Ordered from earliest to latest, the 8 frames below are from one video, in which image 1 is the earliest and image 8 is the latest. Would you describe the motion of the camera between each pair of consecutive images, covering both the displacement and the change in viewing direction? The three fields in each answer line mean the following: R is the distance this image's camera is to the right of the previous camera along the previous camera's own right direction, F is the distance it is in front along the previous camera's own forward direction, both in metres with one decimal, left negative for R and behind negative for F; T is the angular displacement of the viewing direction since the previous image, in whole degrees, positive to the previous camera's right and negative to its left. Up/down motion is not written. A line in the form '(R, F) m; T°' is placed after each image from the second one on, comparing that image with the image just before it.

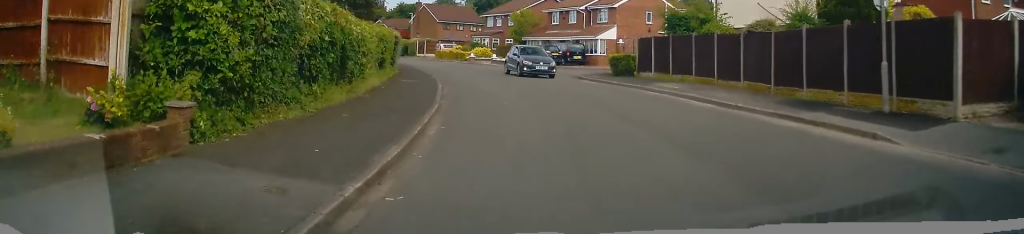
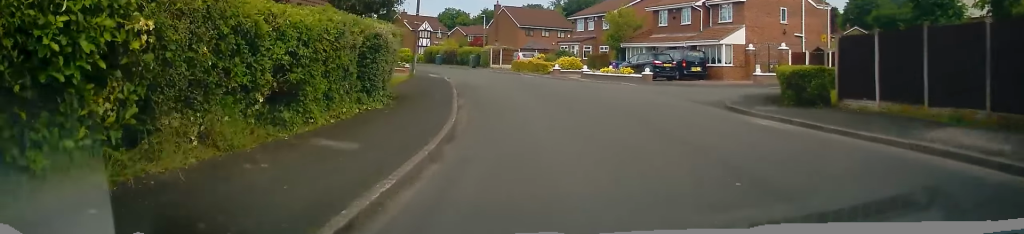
(-0.9, +12.4) m; -7°
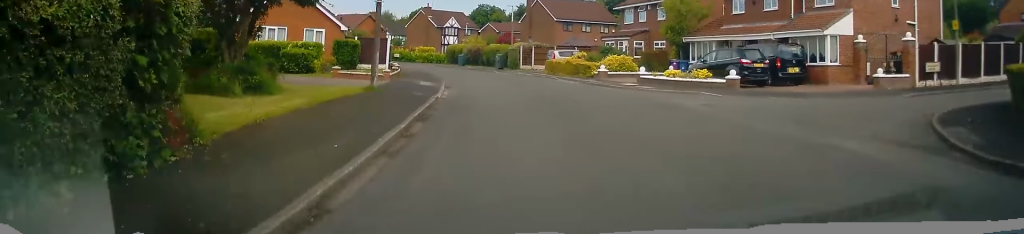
(-0.9, +9.8) m; -7°
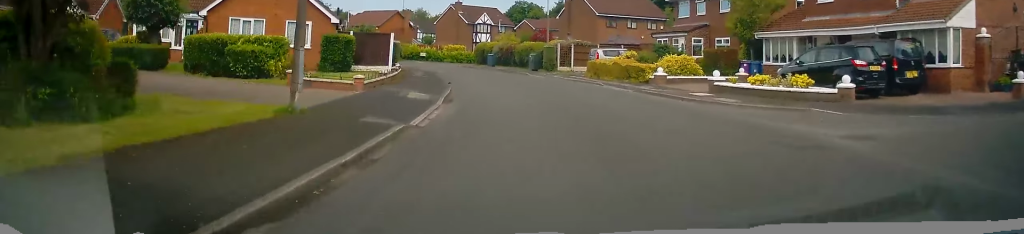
(-0.1, +7.1) m; -2°
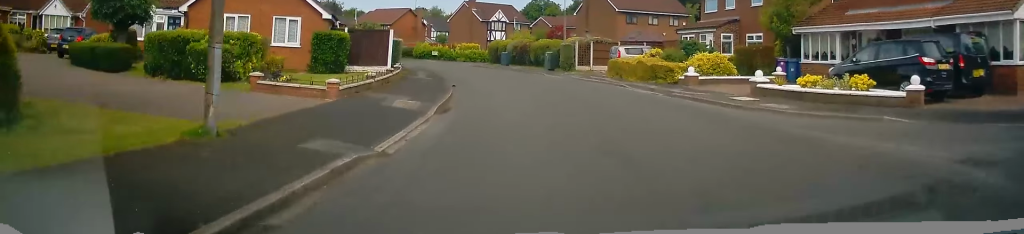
(0.0, +3.0) m; -1°
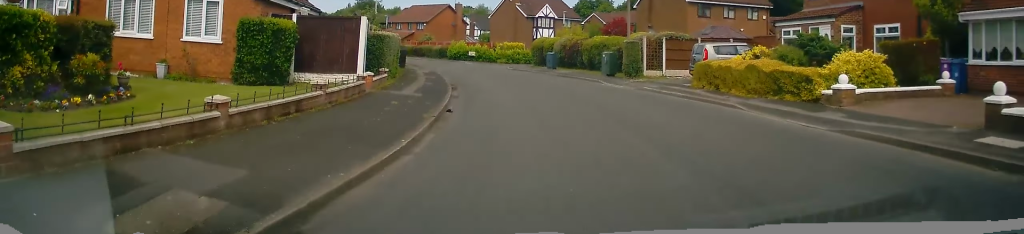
(-0.3, +9.7) m; -6°
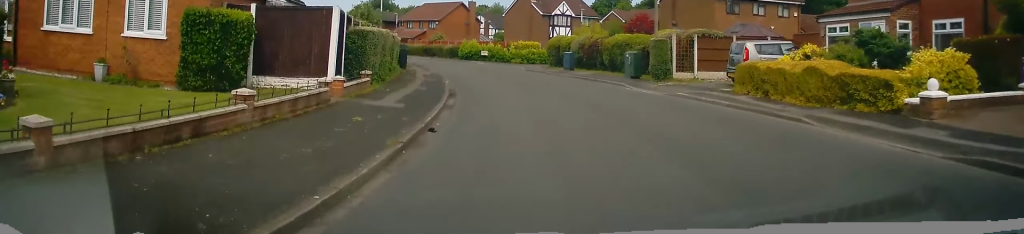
(-0.2, +3.3) m; -2°
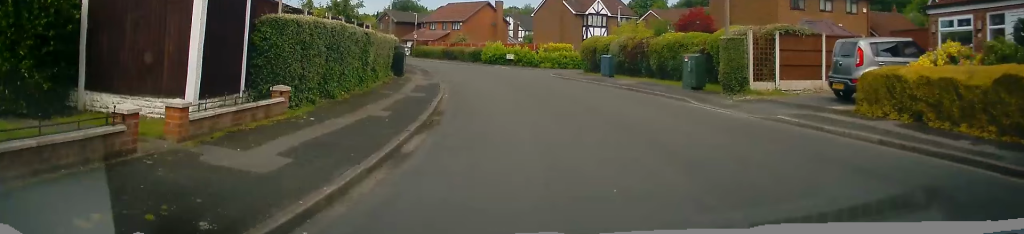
(-0.3, +6.4) m; -5°
